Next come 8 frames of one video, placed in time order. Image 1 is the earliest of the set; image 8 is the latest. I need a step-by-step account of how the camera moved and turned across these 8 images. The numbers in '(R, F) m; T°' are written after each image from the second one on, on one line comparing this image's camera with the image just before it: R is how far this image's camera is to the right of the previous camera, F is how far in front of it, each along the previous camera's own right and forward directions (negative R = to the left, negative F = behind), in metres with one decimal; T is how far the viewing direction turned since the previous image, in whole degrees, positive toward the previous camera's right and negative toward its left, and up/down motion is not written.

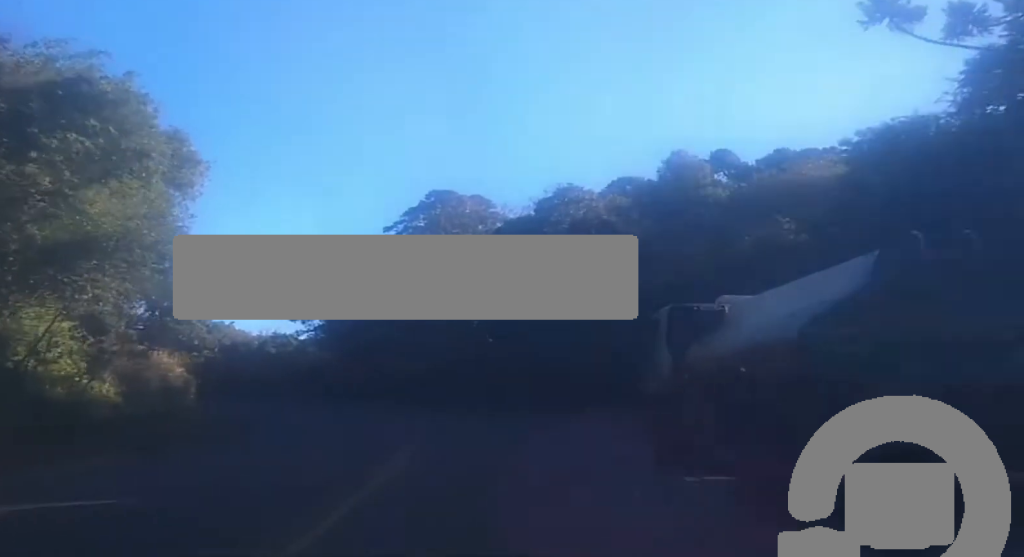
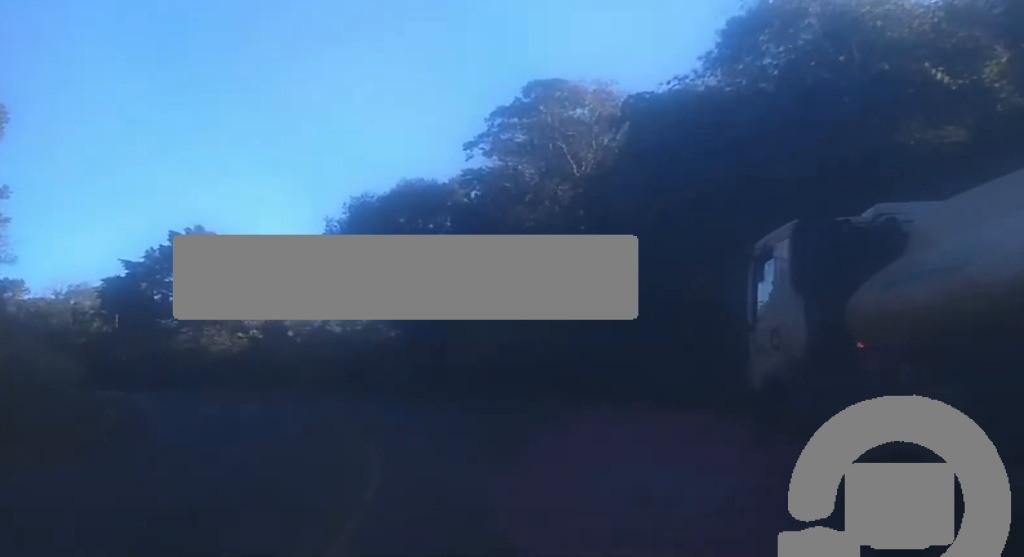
(-0.8, +28.5) m; -5°
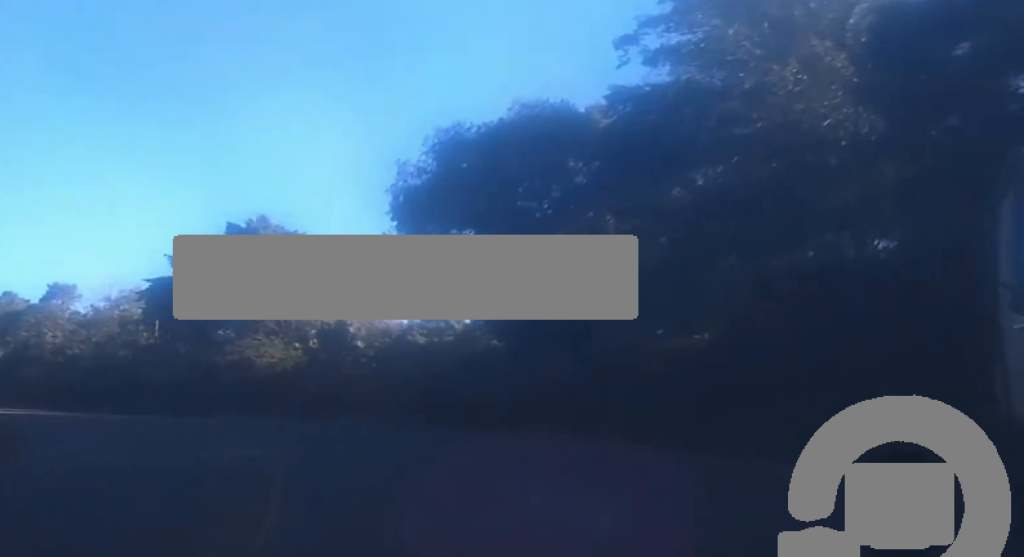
(-1.3, +23.7) m; -6°
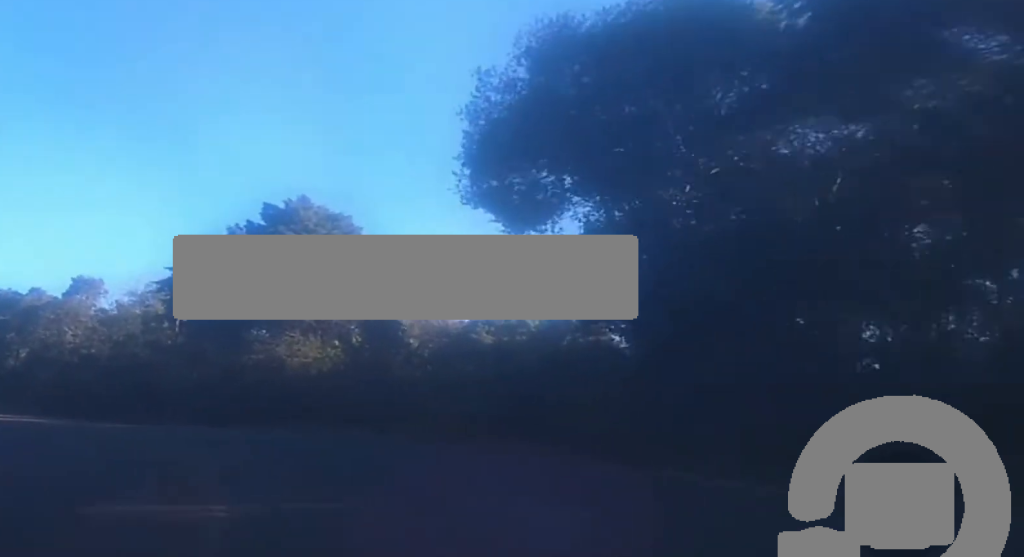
(-0.3, +11.8) m; -4°
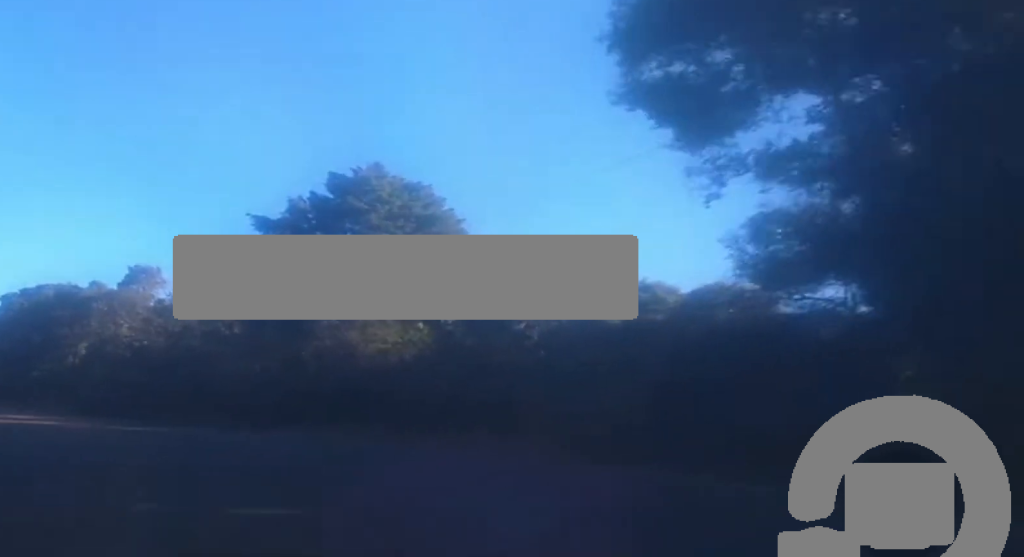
(+0.2, +11.7) m; -5°
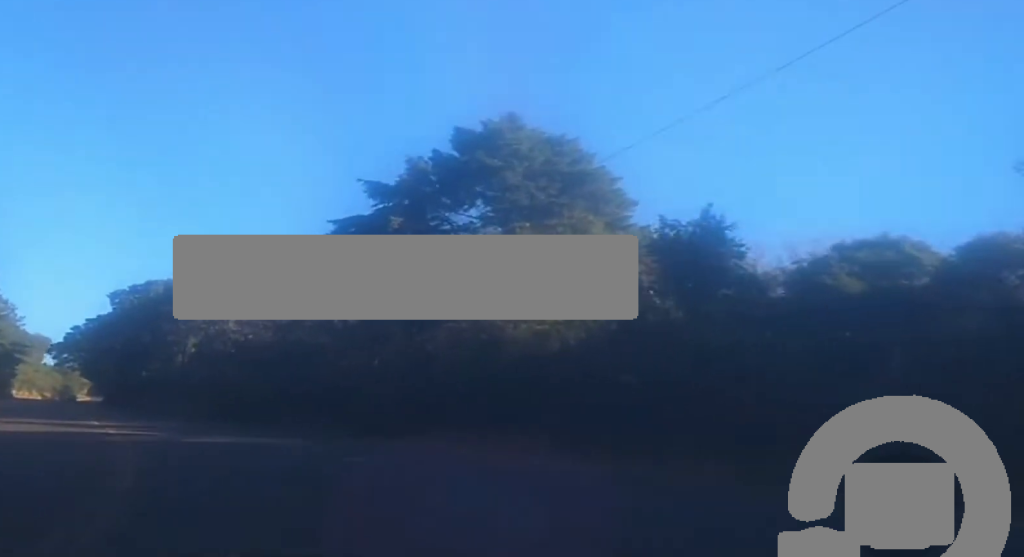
(-0.3, +10.0) m; -5°
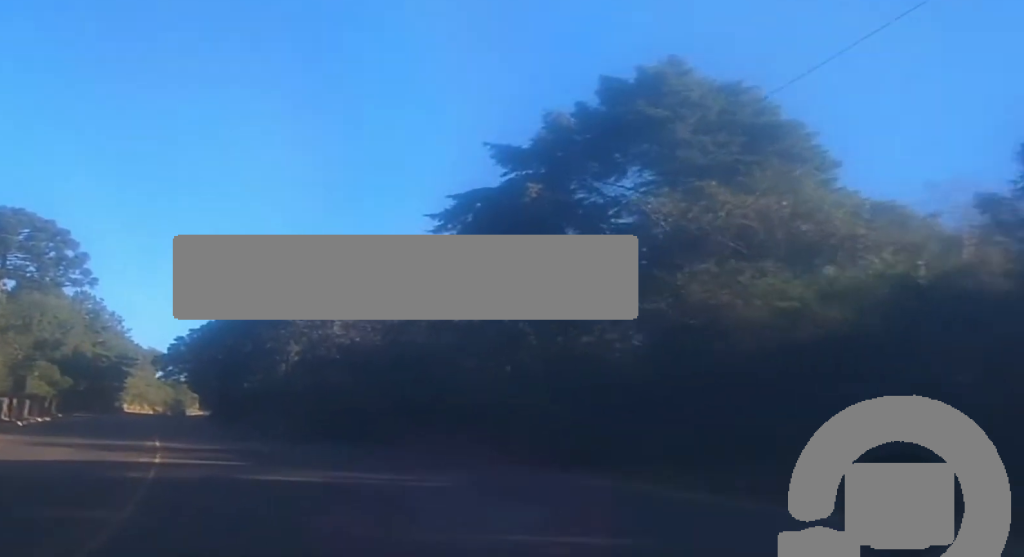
(-0.9, +10.0) m; -6°
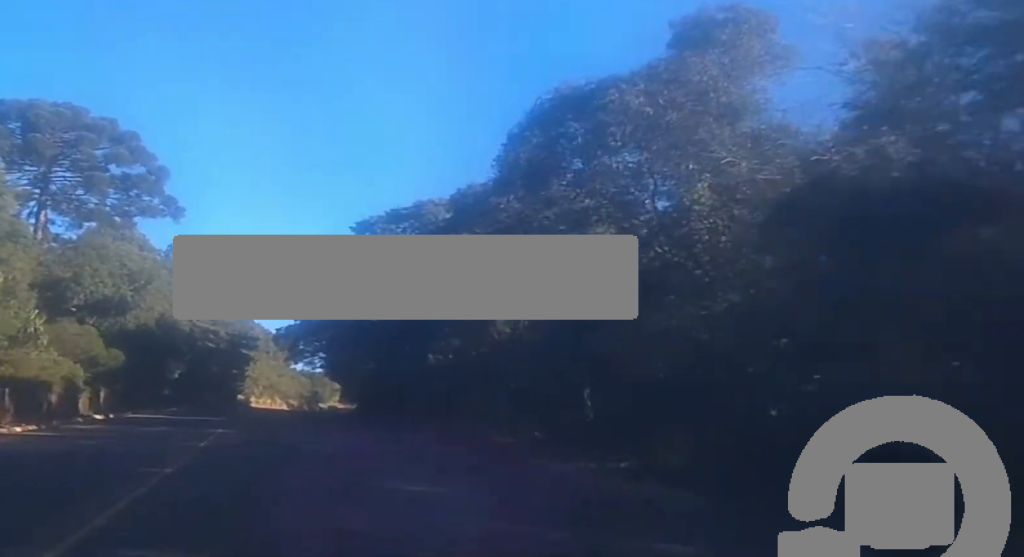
(-6.8, +45.5) m; -12°
